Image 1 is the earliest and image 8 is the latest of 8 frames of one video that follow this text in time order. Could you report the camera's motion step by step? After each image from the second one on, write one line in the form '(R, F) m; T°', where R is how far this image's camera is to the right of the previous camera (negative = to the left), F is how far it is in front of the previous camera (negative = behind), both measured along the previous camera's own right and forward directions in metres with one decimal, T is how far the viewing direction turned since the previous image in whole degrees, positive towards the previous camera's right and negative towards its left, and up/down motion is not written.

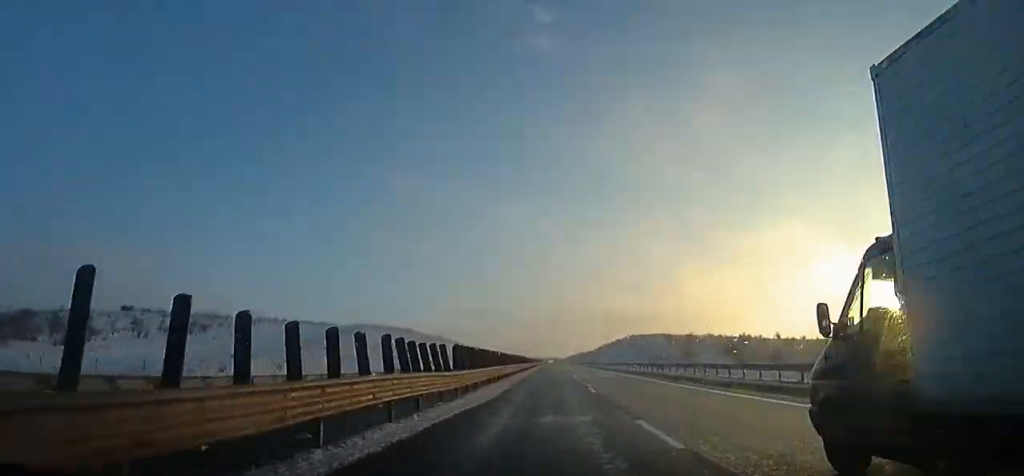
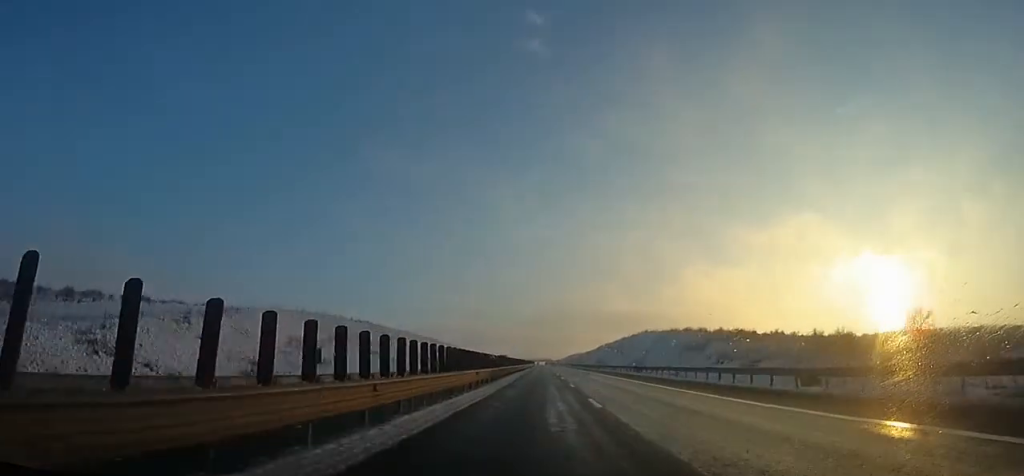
(0.0, +41.9) m; 0°
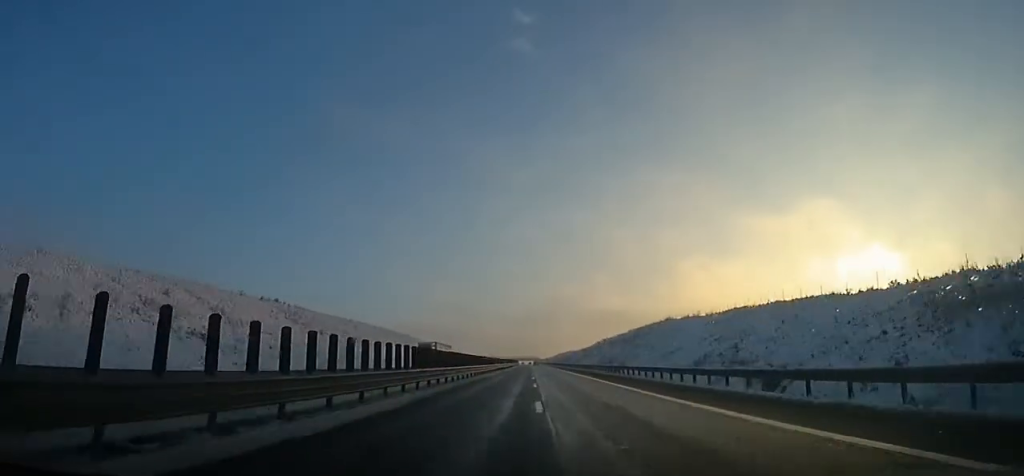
(-0.1, +50.3) m; +1°
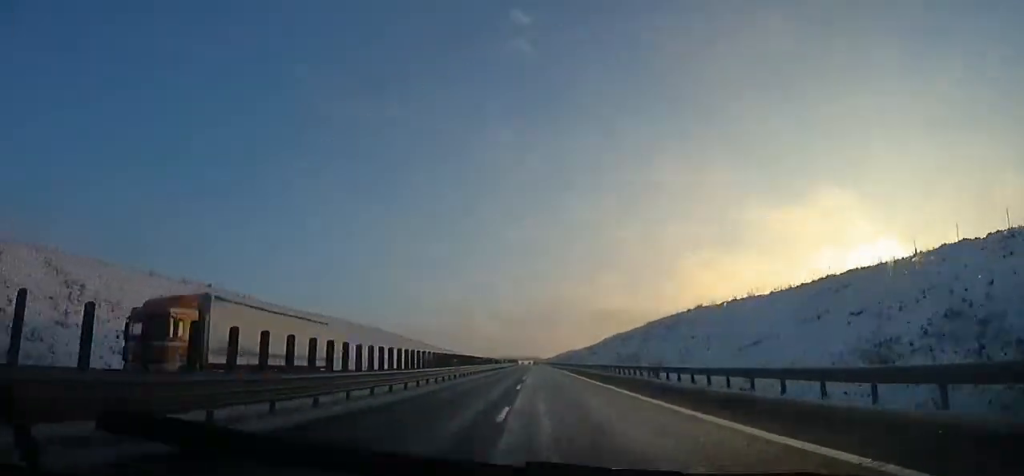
(+0.4, +26.2) m; 0°
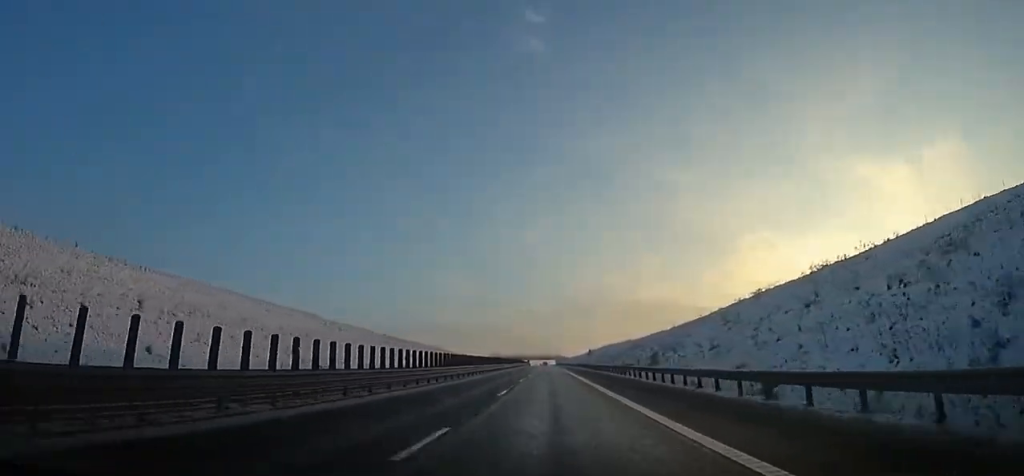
(-0.8, +125.3) m; -2°
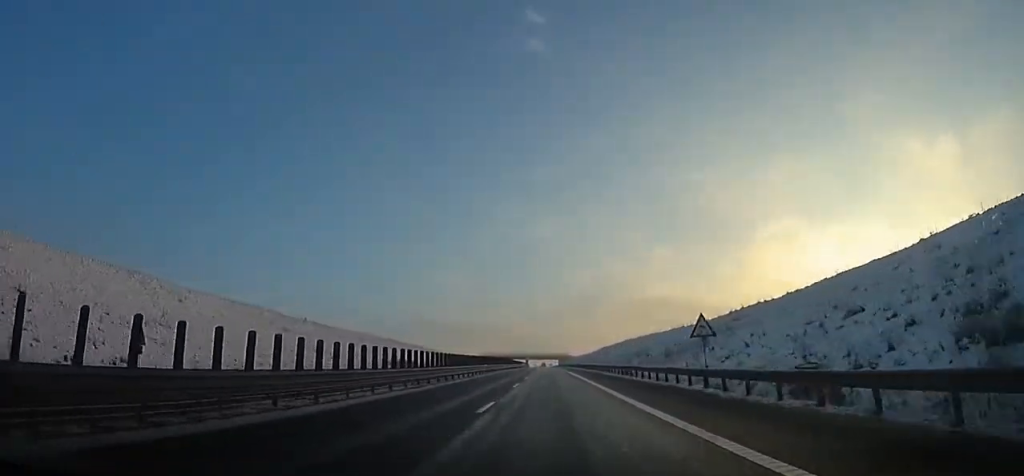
(-0.6, +54.0) m; 0°
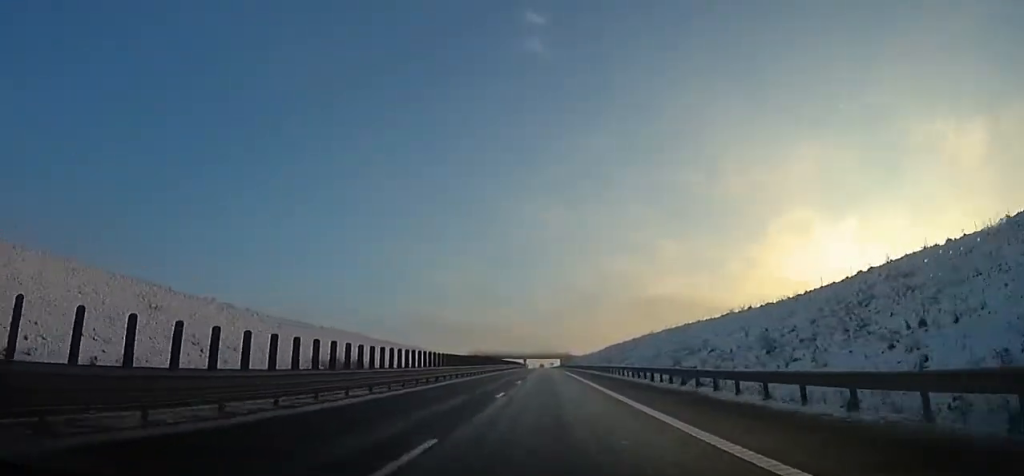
(+0.5, +31.2) m; 0°
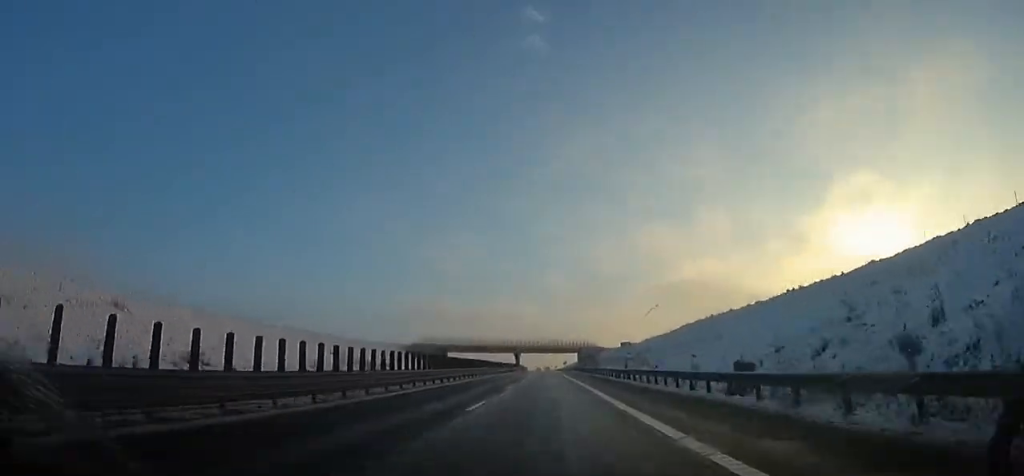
(-1.4, +112.1) m; -2°
